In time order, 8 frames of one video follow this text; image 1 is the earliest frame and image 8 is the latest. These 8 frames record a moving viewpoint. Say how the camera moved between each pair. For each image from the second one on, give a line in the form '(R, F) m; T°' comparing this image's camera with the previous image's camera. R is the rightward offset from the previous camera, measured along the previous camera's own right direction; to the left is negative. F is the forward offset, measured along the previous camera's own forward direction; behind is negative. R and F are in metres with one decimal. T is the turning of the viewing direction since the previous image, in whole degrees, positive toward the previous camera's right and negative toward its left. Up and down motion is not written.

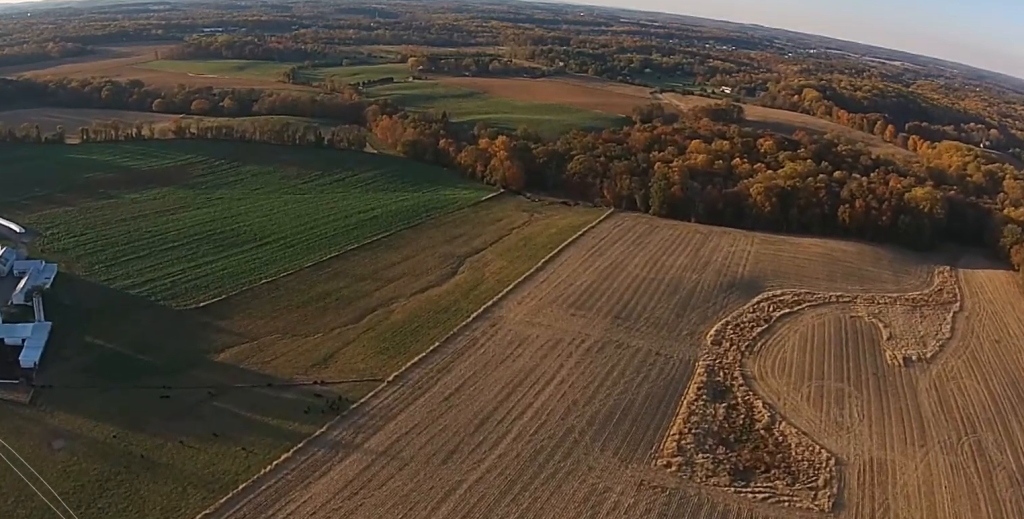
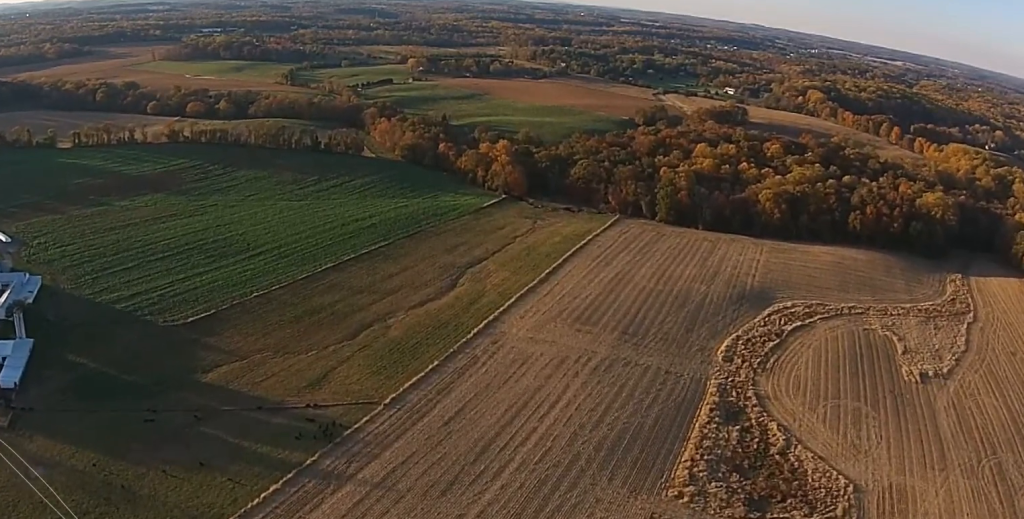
(0.0, +17.6) m; 0°
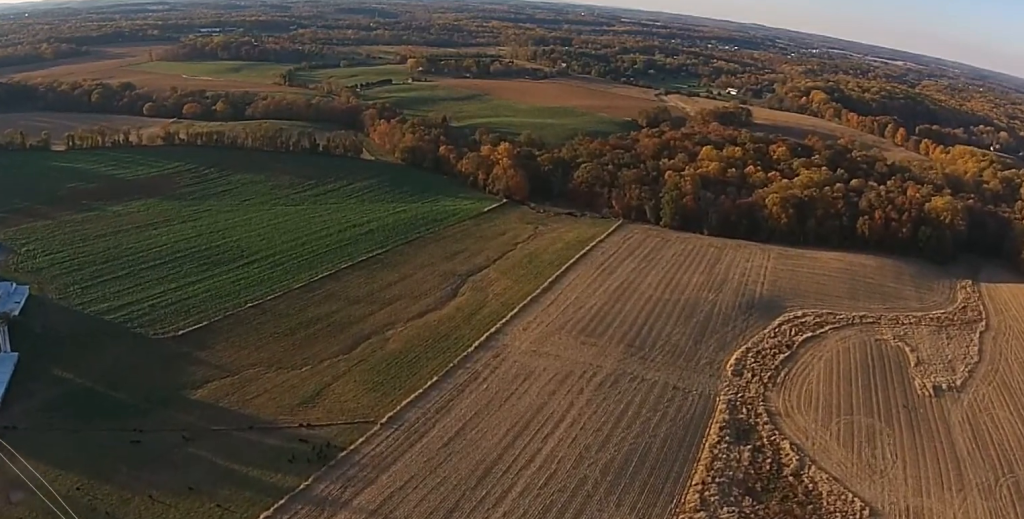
(0.0, +14.1) m; 0°
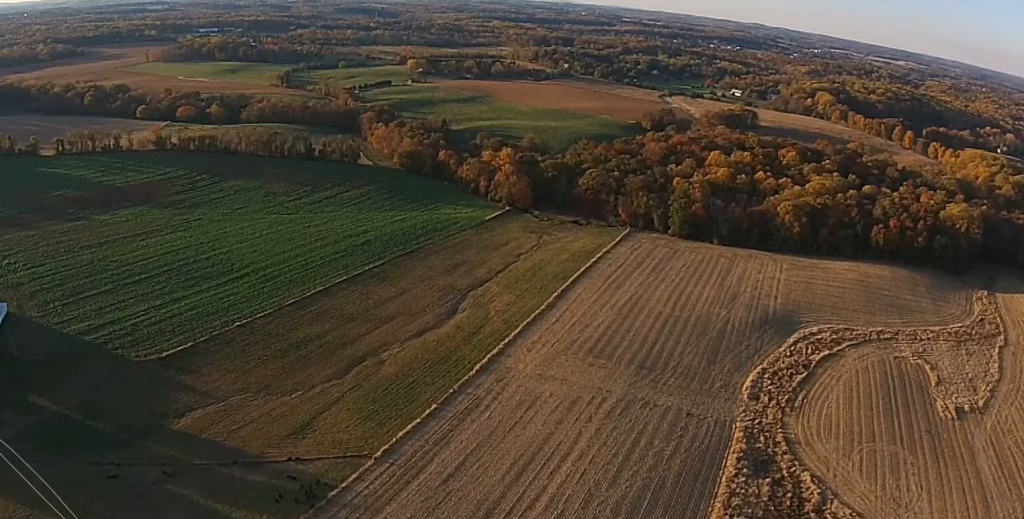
(0.0, +21.7) m; 0°
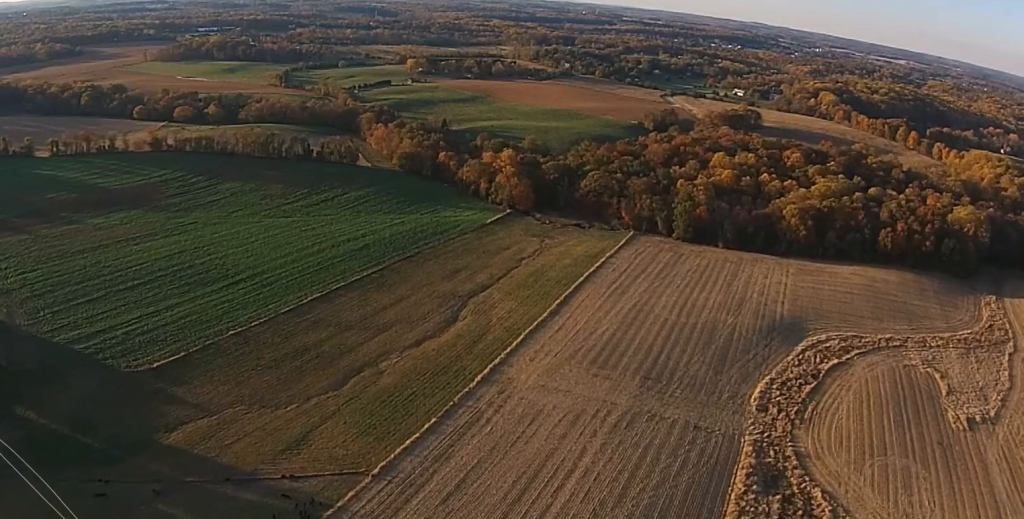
(0.0, +10.5) m; 0°
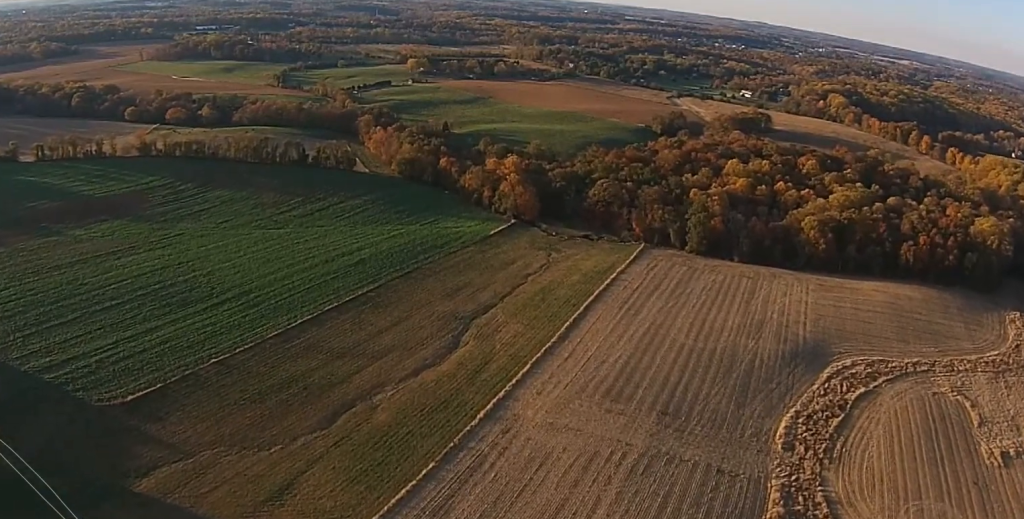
(0.0, +30.0) m; +1°
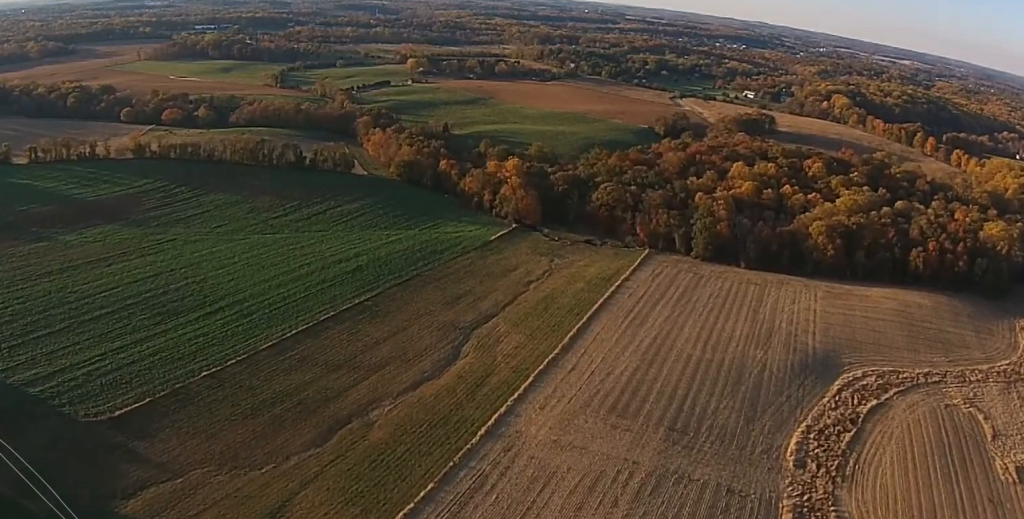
(+0.1, +12.1) m; 0°
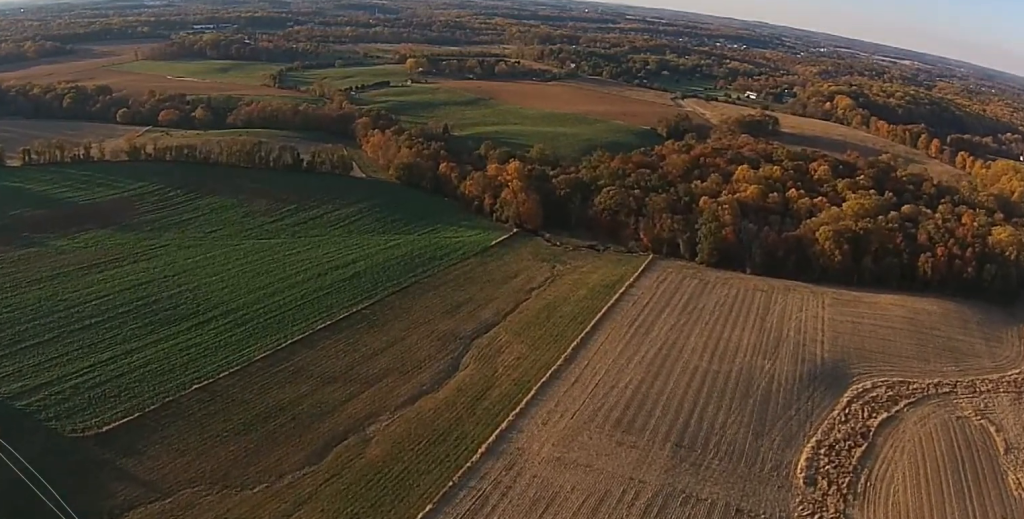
(+0.3, +10.7) m; -1°
